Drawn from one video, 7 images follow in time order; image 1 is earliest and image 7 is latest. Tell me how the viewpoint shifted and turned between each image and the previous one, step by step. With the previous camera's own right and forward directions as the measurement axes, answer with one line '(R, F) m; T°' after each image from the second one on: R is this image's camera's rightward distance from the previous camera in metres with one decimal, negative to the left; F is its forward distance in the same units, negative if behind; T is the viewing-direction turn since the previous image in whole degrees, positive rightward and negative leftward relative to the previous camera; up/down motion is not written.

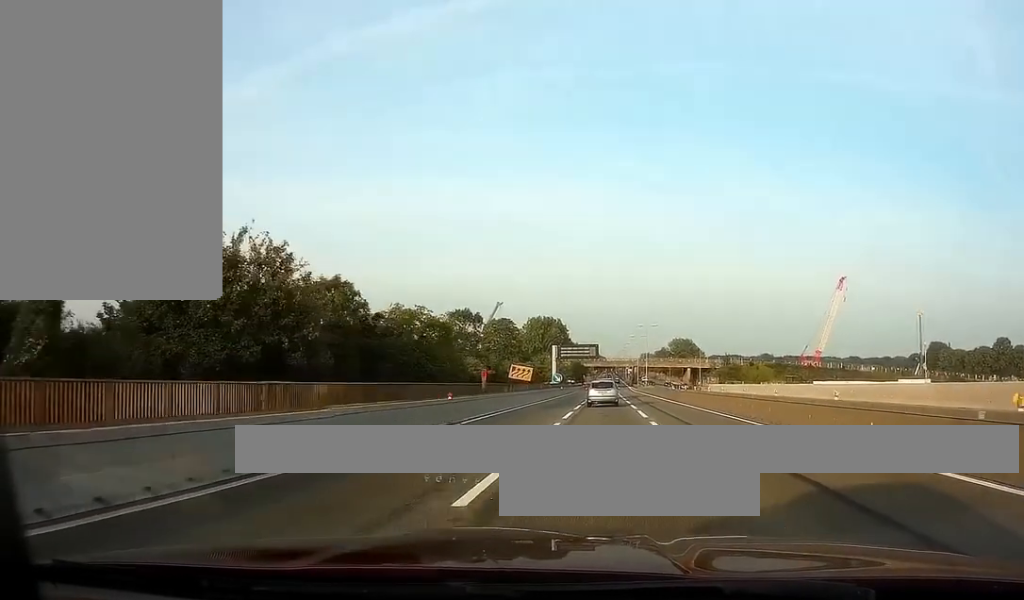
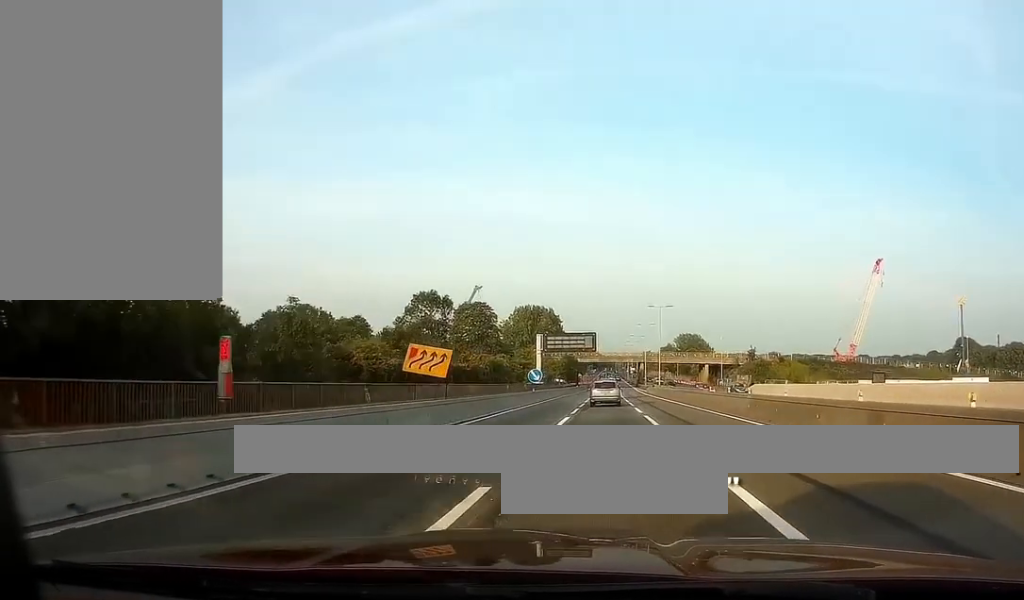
(-0.2, +32.2) m; 0°
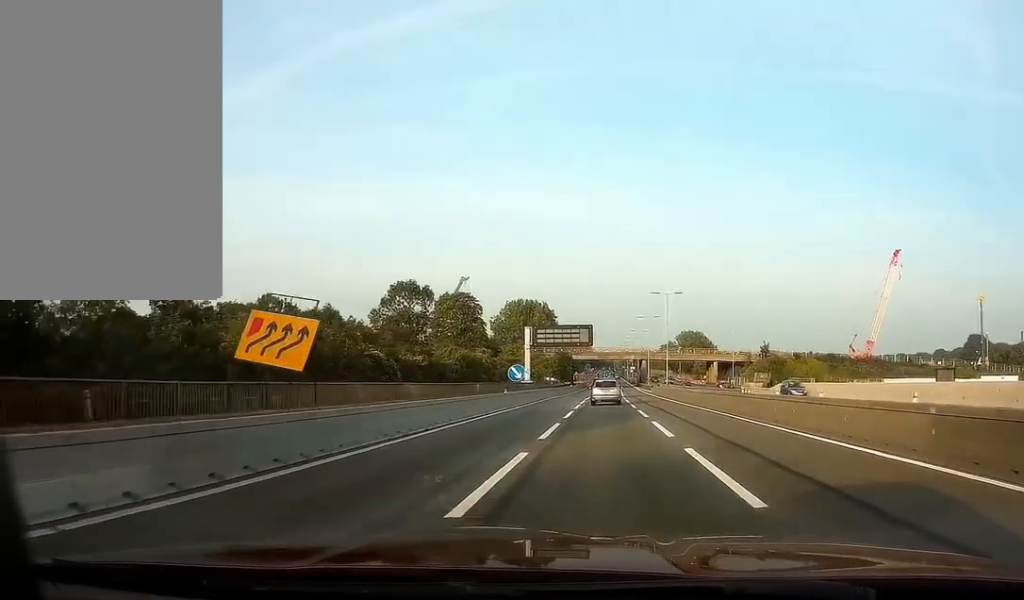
(0.0, +13.9) m; +1°
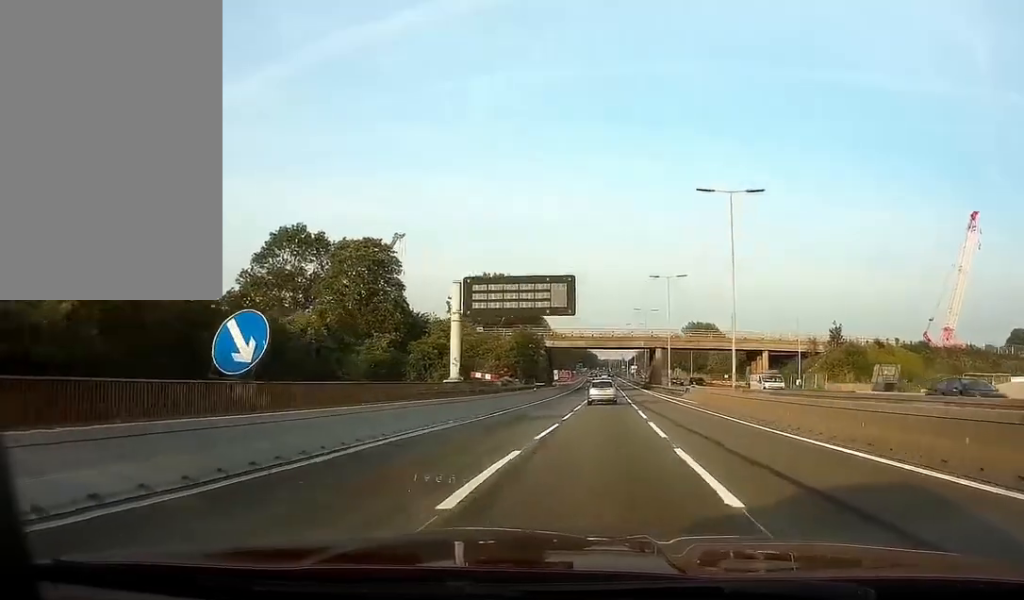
(+0.6, +45.4) m; +1°
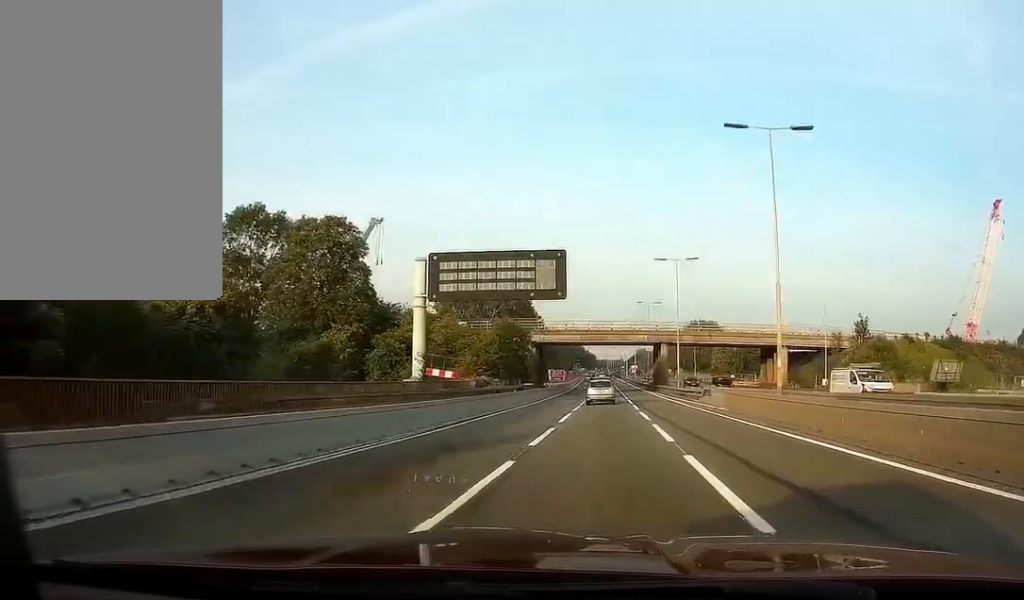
(-0.1, +10.3) m; 0°
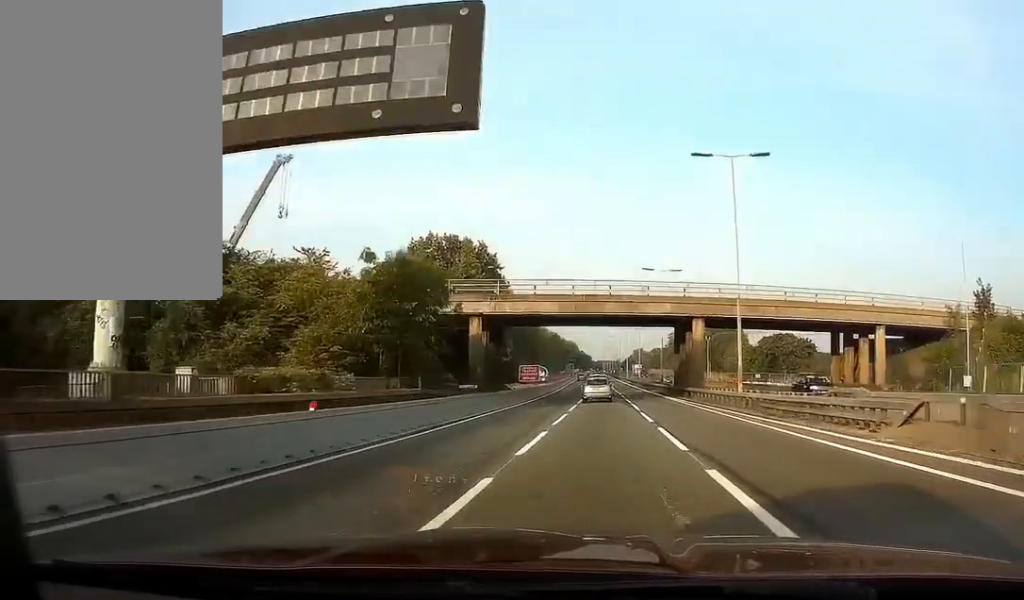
(0.0, +29.5) m; 0°
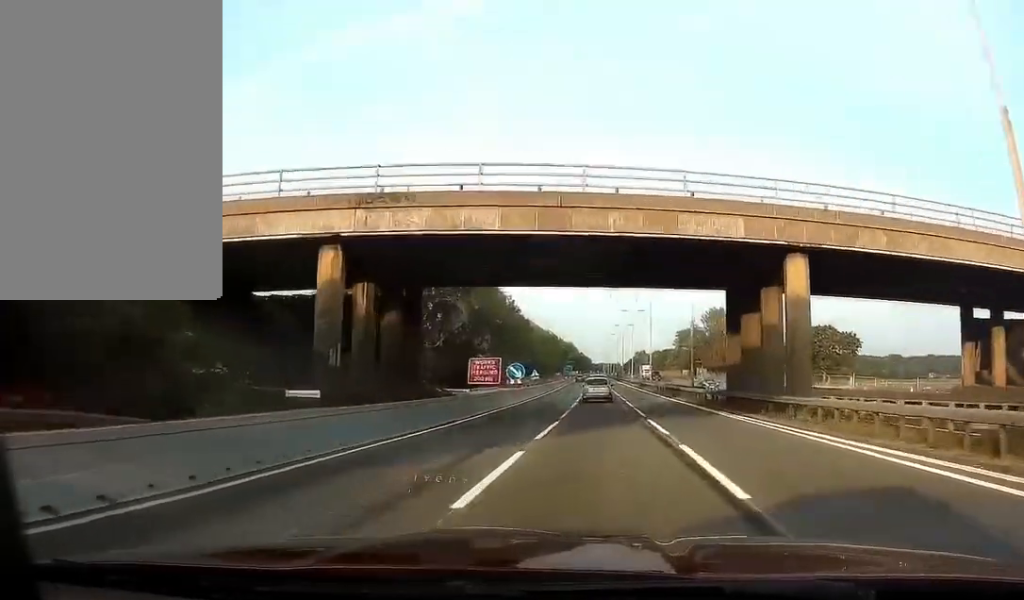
(+0.1, +22.6) m; 0°
